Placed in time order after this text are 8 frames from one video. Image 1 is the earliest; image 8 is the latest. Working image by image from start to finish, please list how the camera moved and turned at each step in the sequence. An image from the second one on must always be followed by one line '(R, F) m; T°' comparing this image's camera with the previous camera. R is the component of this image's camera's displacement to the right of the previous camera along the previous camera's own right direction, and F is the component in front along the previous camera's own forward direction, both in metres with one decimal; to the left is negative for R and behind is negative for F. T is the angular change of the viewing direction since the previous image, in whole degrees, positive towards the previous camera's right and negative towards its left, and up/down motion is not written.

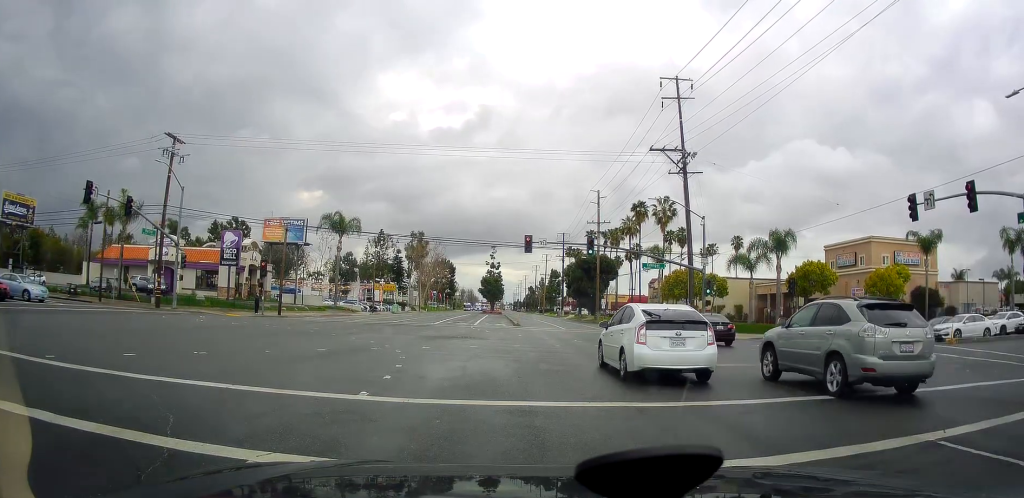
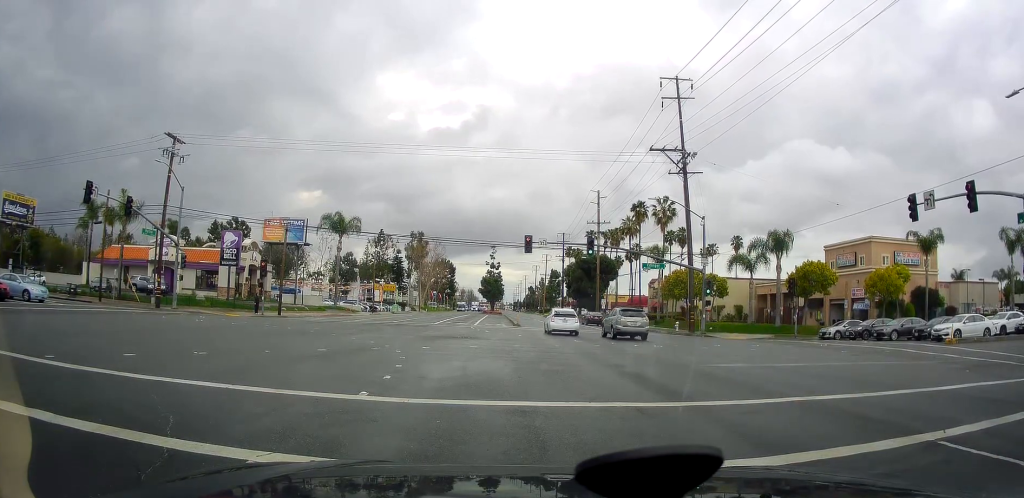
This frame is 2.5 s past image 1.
(0.0, 0.0) m; 0°
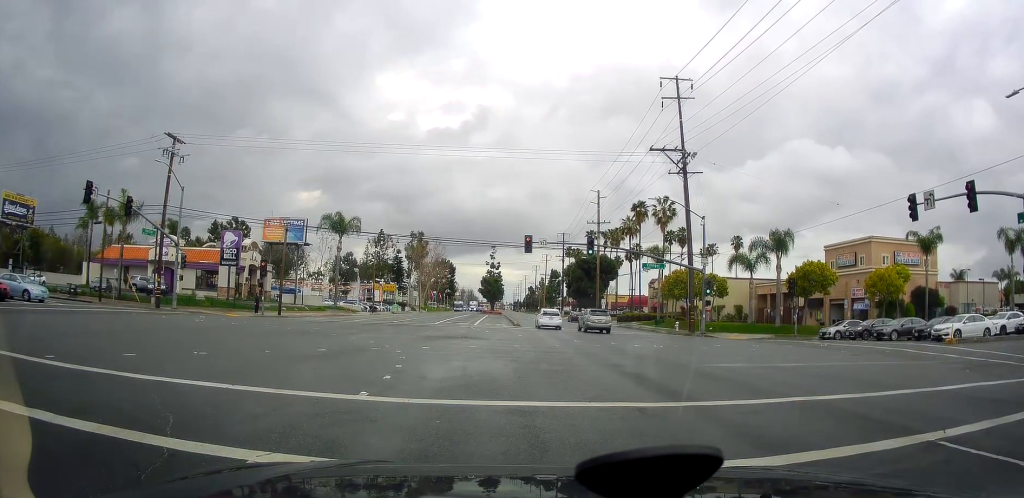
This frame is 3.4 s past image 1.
(0.0, 0.0) m; 0°
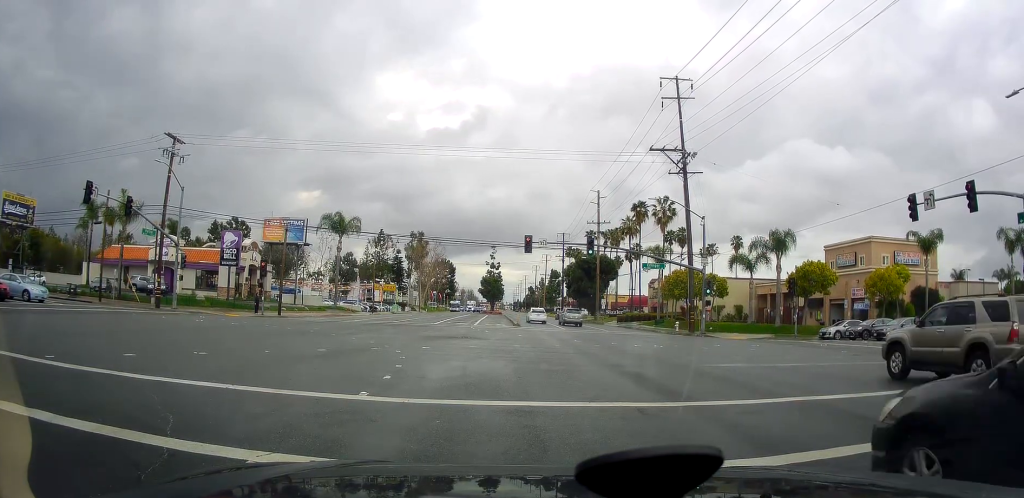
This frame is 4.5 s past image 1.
(0.0, 0.0) m; 0°
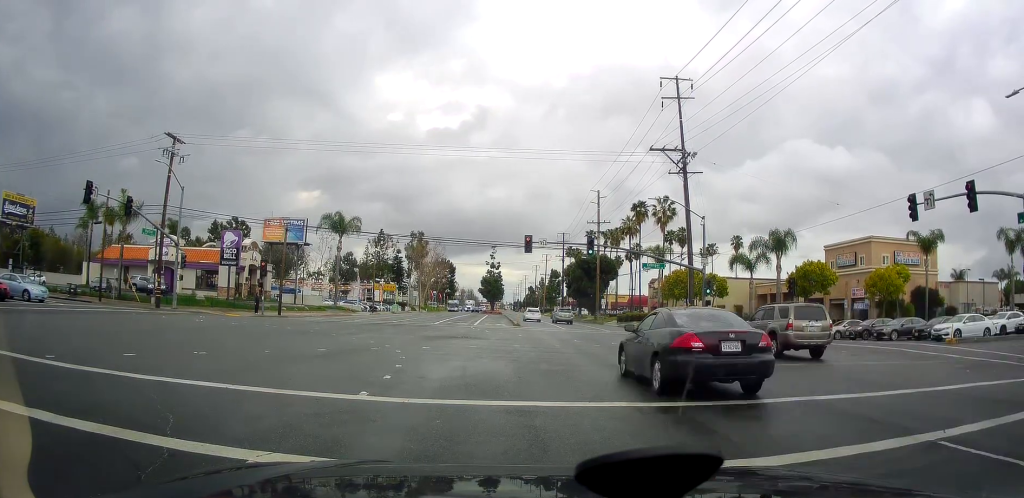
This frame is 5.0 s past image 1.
(0.0, 0.0) m; 0°
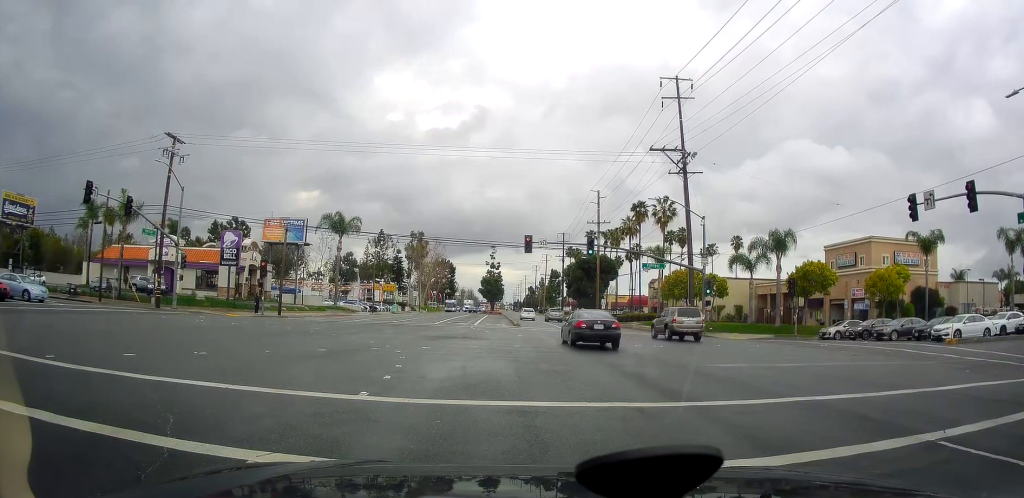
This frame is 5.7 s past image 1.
(0.0, 0.0) m; 0°
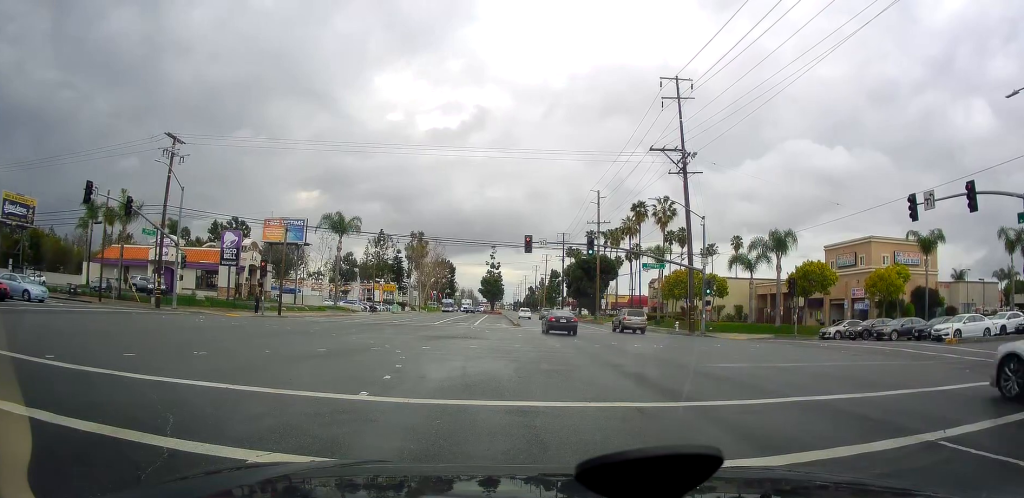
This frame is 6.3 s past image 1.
(0.0, 0.0) m; 0°
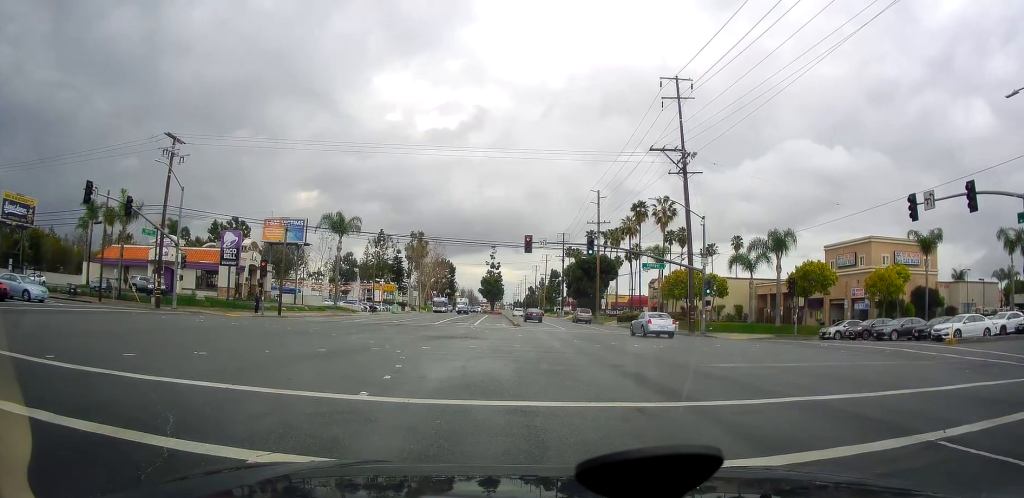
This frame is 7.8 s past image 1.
(0.0, 0.0) m; 0°
